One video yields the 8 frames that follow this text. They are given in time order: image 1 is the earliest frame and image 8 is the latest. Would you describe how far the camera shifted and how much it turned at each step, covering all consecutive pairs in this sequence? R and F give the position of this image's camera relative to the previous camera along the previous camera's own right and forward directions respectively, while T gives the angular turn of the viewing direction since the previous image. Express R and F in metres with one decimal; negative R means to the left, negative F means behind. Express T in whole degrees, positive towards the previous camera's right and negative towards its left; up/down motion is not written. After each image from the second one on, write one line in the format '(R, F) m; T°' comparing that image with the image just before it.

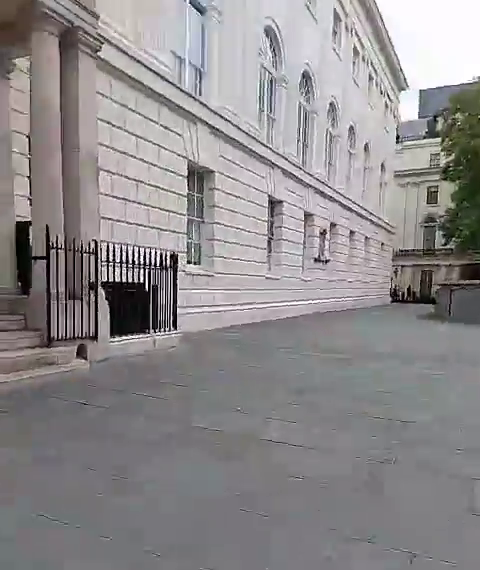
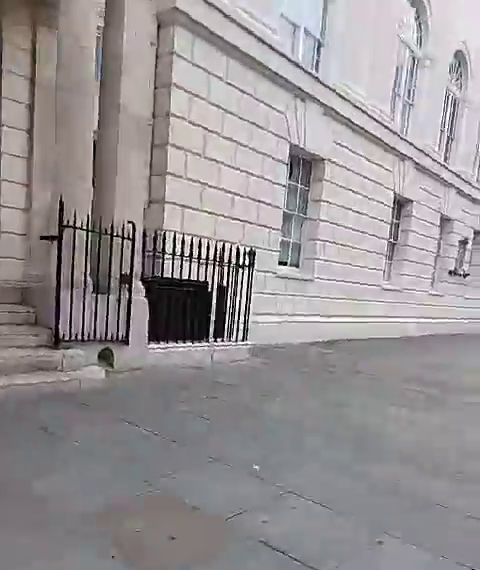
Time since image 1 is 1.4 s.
(-0.3, +1.9) m; -9°
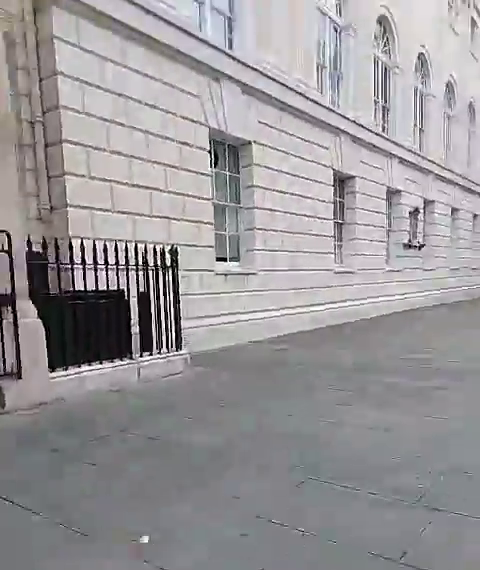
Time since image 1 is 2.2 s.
(-0.1, +1.1) m; -3°
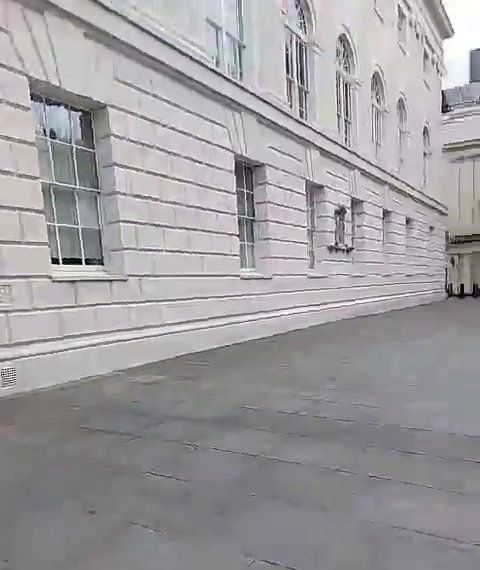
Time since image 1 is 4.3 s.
(+0.1, +2.6) m; +6°
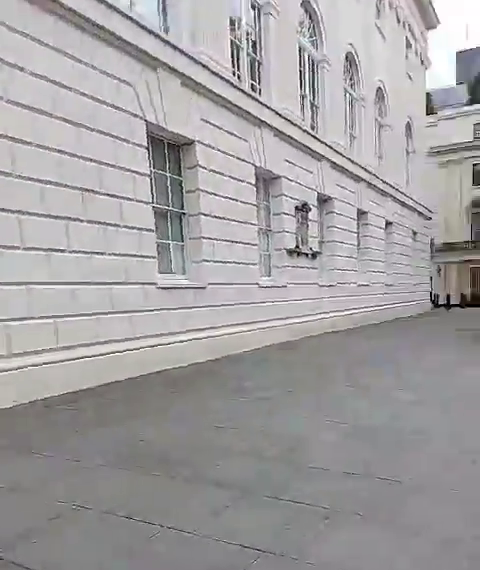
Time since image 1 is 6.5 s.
(+0.3, +2.7) m; +17°
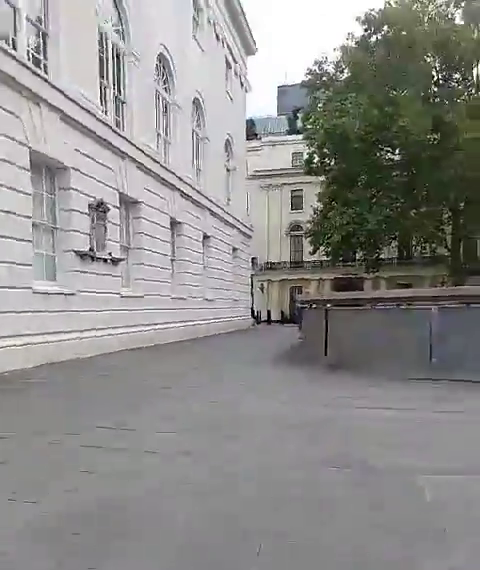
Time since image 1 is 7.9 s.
(+0.2, +1.7) m; +13°
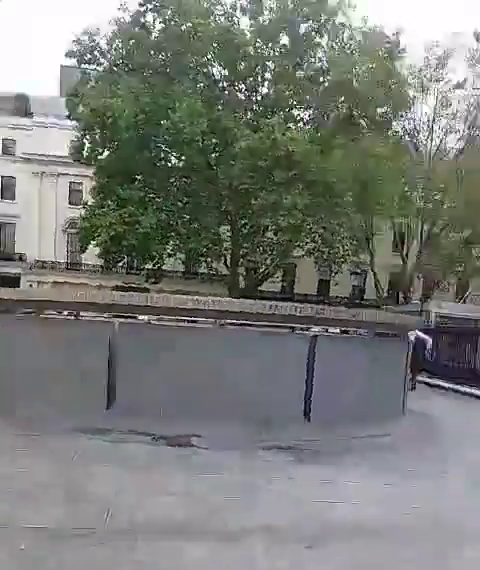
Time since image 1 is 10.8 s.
(+0.5, +3.4) m; +9°
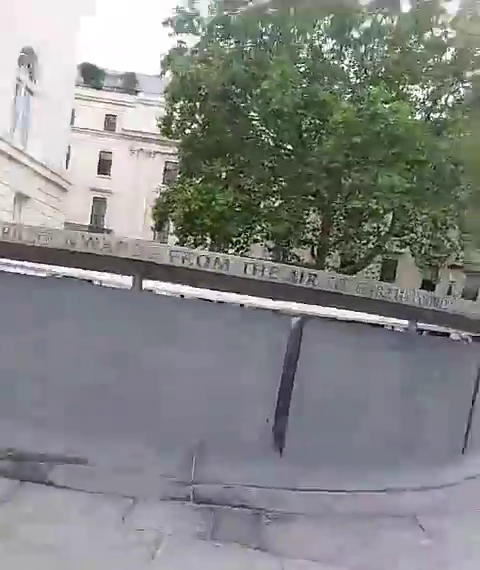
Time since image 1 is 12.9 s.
(0.0, +2.4) m; -4°
